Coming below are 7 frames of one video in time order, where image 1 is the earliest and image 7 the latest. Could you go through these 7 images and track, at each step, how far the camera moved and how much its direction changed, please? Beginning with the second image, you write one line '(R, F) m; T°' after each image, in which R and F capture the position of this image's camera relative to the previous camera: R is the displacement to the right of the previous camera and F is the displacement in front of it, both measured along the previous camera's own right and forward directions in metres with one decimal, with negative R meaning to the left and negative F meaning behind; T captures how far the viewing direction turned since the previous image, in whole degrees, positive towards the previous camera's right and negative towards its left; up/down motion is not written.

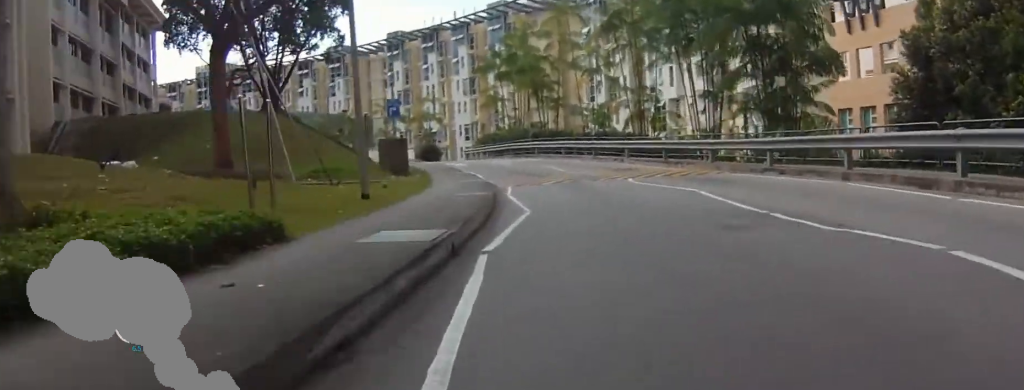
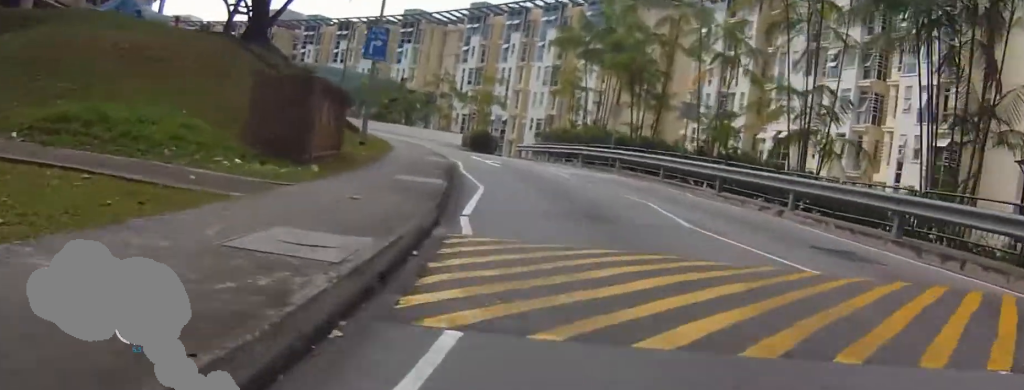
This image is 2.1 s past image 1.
(+0.1, +10.3) m; +1°
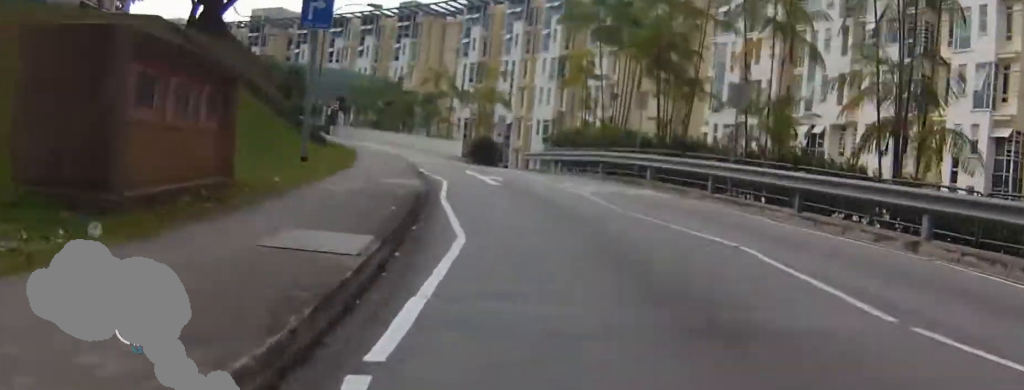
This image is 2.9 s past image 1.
(0.0, +3.9) m; -4°
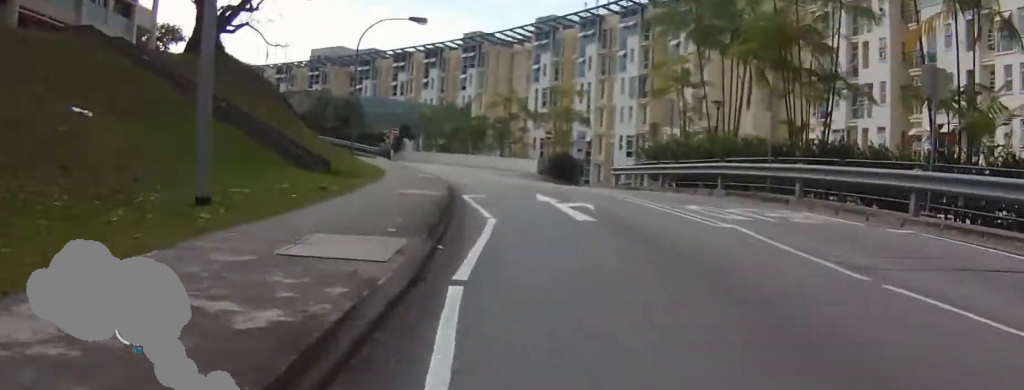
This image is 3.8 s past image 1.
(-0.3, +4.9) m; -17°
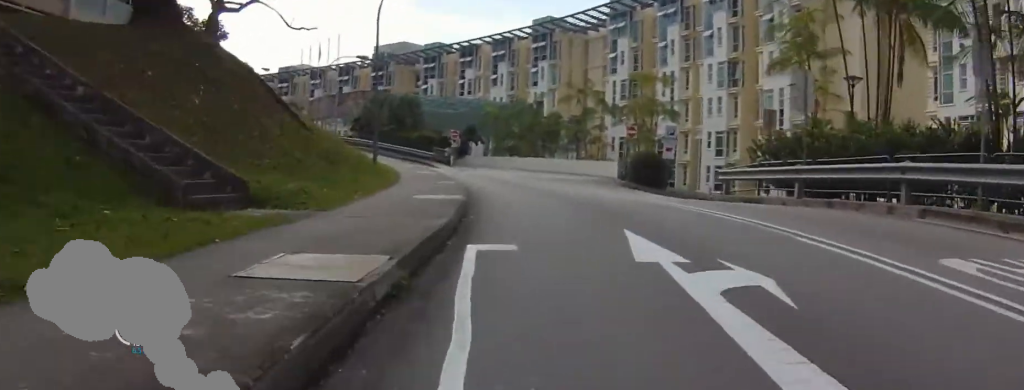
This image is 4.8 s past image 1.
(-1.2, +5.3) m; -17°
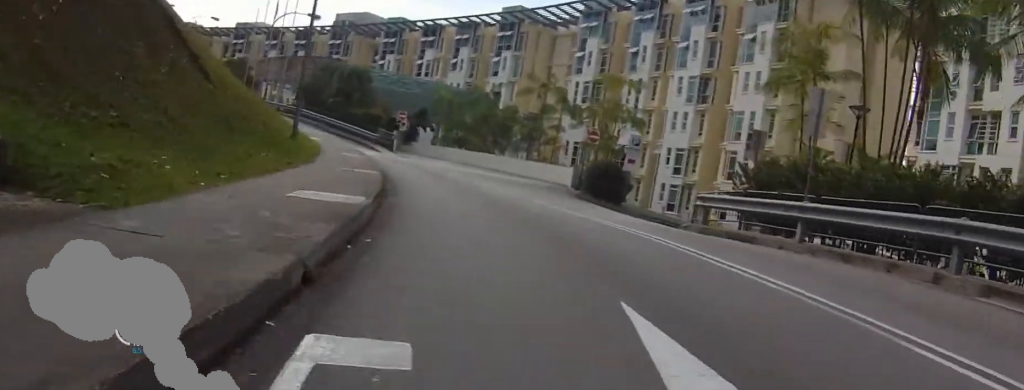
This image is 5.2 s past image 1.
(-0.3, +2.9) m; -5°
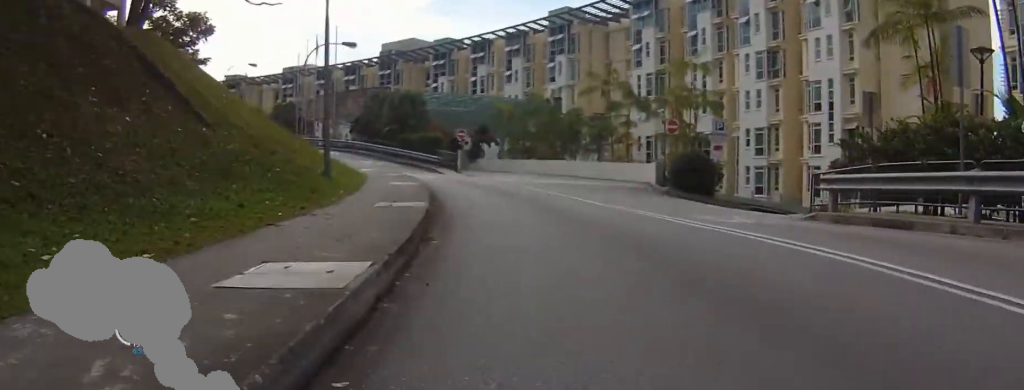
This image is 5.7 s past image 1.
(0.0, +2.6) m; +4°
